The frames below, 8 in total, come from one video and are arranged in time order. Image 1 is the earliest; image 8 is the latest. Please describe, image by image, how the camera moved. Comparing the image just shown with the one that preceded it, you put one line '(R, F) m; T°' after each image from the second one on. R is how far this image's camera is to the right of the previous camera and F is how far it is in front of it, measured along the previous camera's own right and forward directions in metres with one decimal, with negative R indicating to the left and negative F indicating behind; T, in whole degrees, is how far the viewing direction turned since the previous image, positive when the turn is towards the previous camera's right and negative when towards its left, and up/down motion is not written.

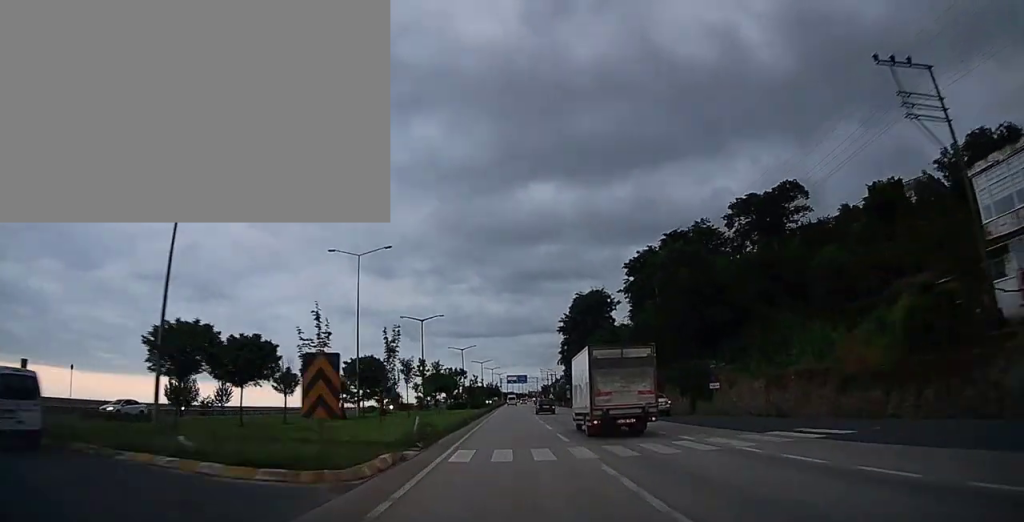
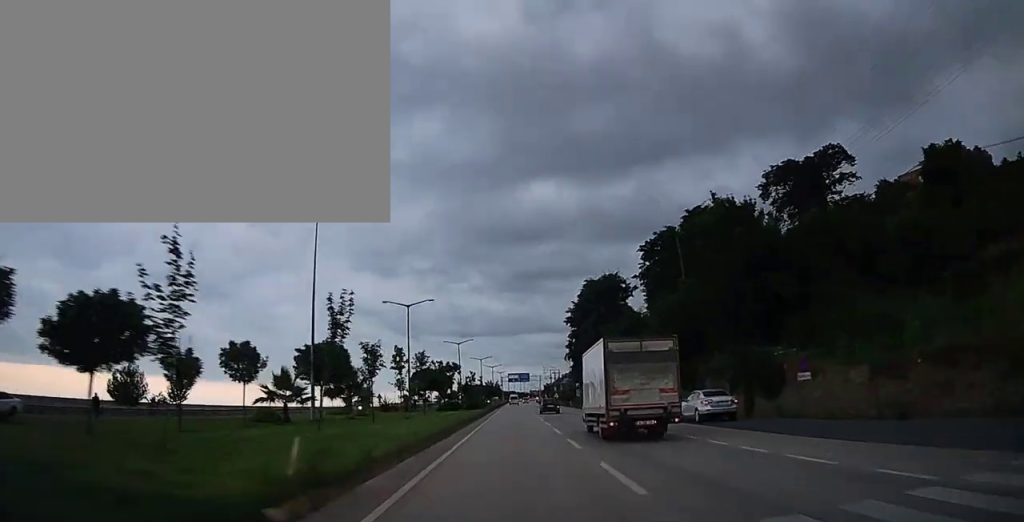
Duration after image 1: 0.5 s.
(+0.1, +11.1) m; 0°
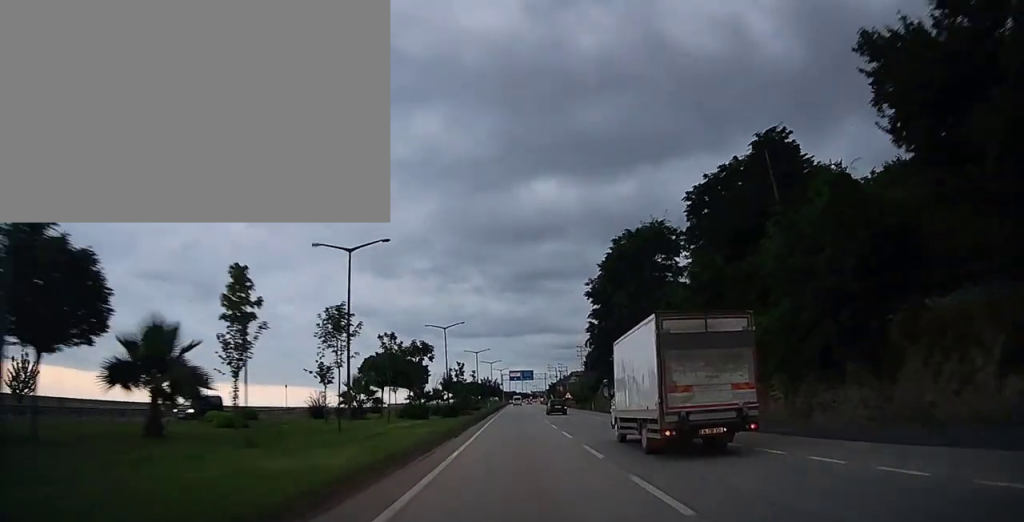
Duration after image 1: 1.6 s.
(-0.1, +21.7) m; 0°
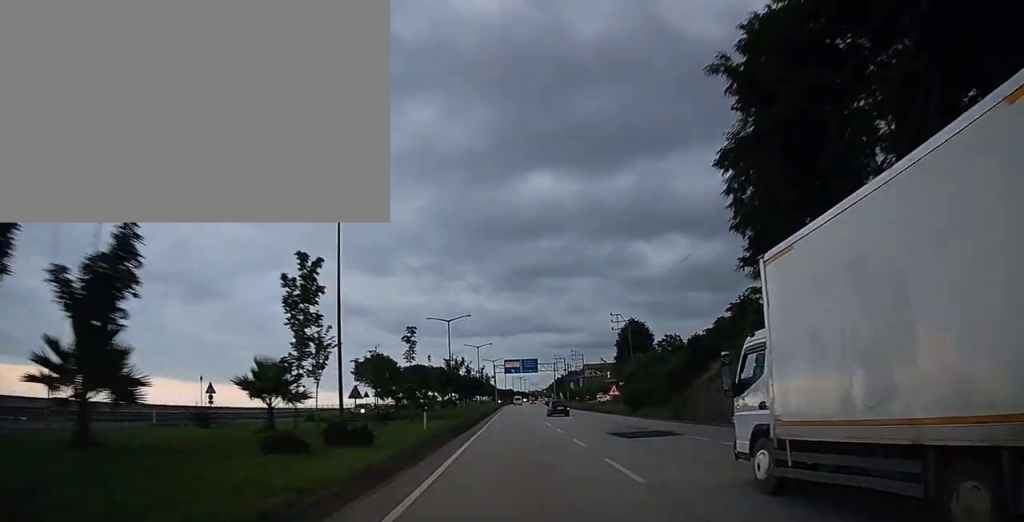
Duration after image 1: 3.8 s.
(+0.3, +46.9) m; 0°
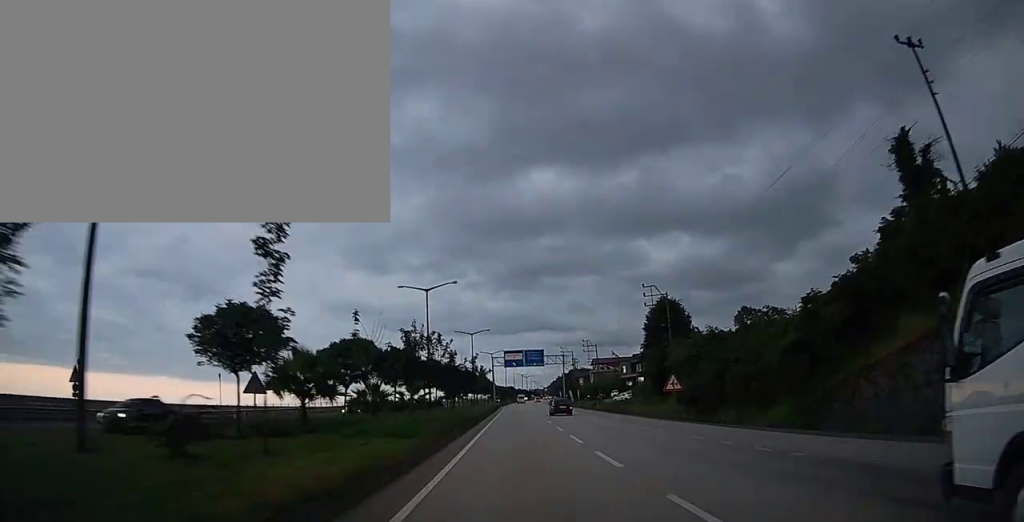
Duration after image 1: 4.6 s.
(-0.2, +18.8) m; 0°
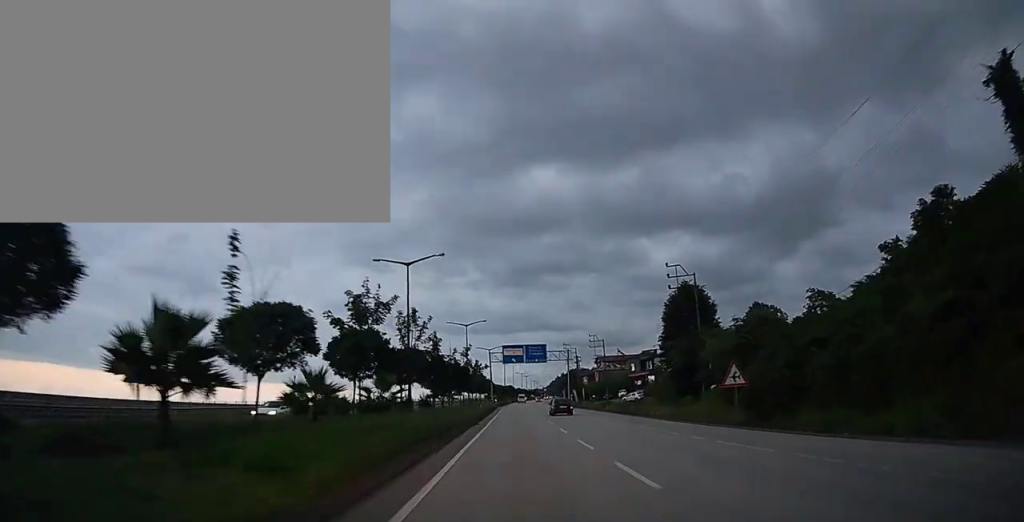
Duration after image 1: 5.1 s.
(0.0, +9.4) m; 0°
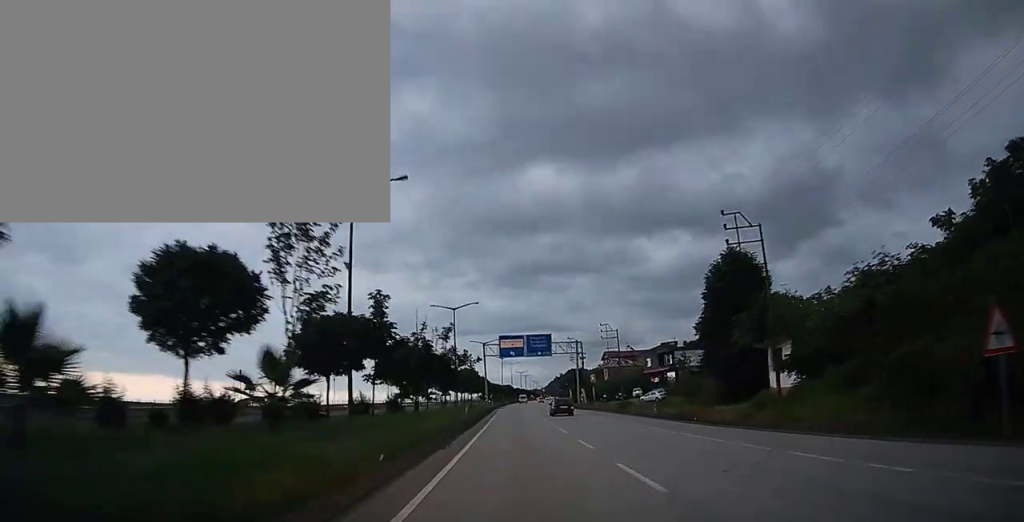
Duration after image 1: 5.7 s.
(+0.1, +14.5) m; 0°
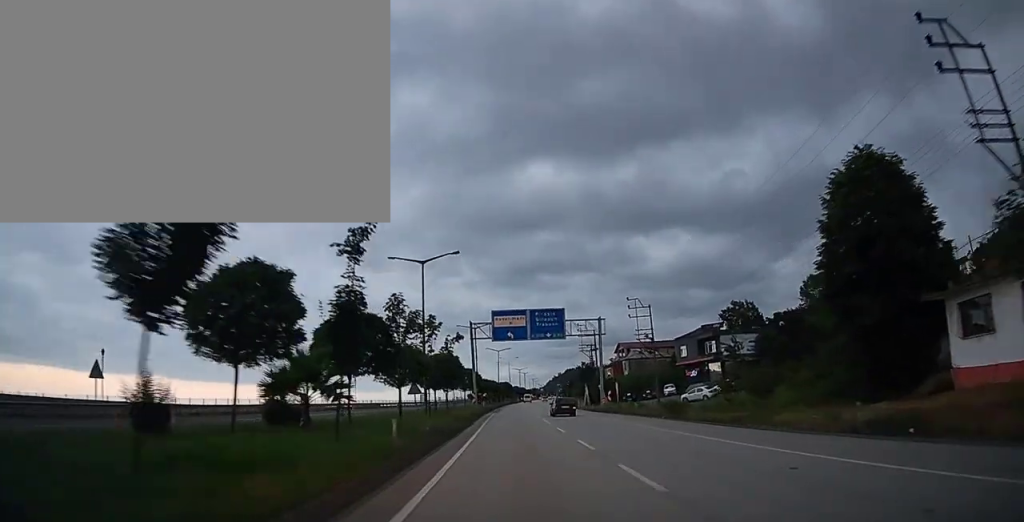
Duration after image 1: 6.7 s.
(-0.1, +21.2) m; 0°
